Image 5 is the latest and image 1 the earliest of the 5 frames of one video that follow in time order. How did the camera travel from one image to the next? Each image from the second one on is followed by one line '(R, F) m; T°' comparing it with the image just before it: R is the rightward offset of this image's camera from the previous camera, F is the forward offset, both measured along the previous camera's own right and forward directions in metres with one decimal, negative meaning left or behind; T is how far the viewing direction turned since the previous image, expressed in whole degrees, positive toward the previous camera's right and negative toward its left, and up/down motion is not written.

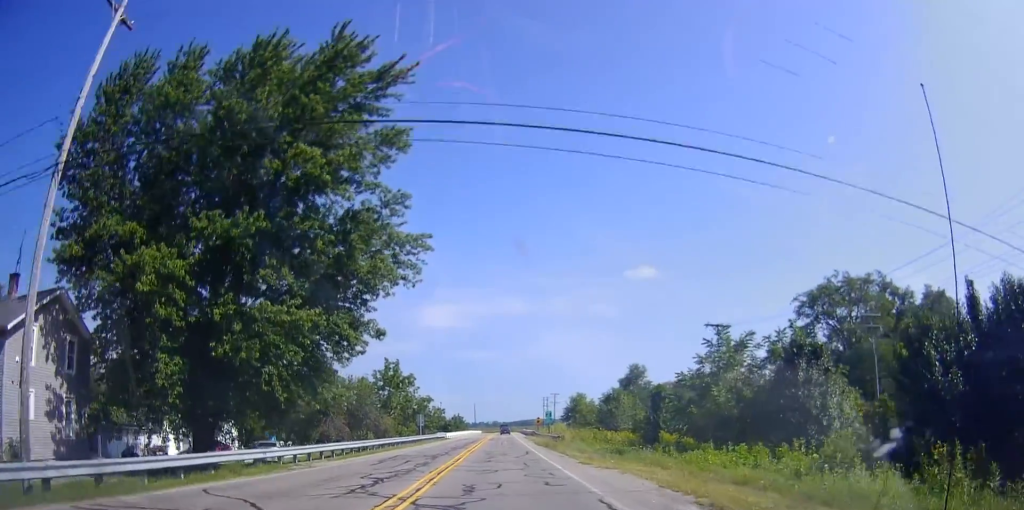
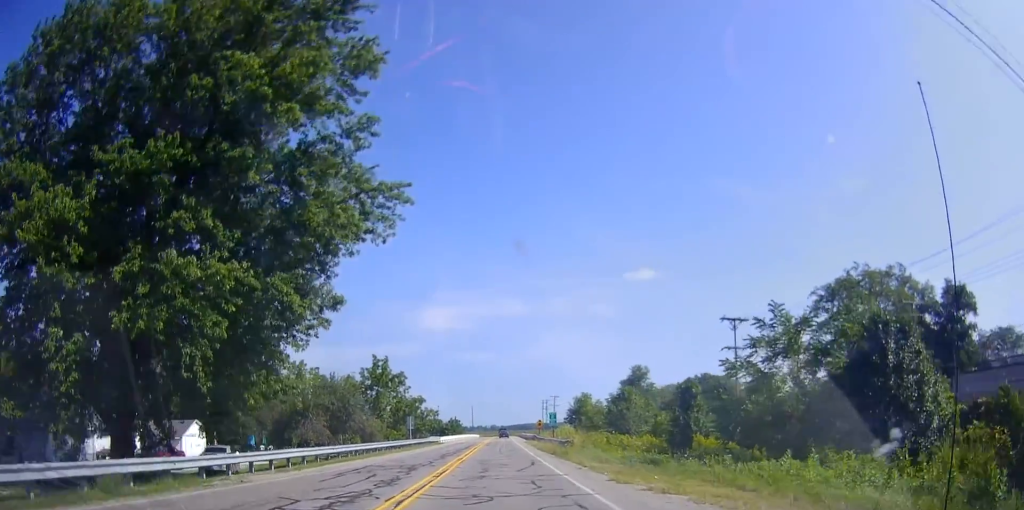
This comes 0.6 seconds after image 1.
(-0.2, +6.0) m; +1°
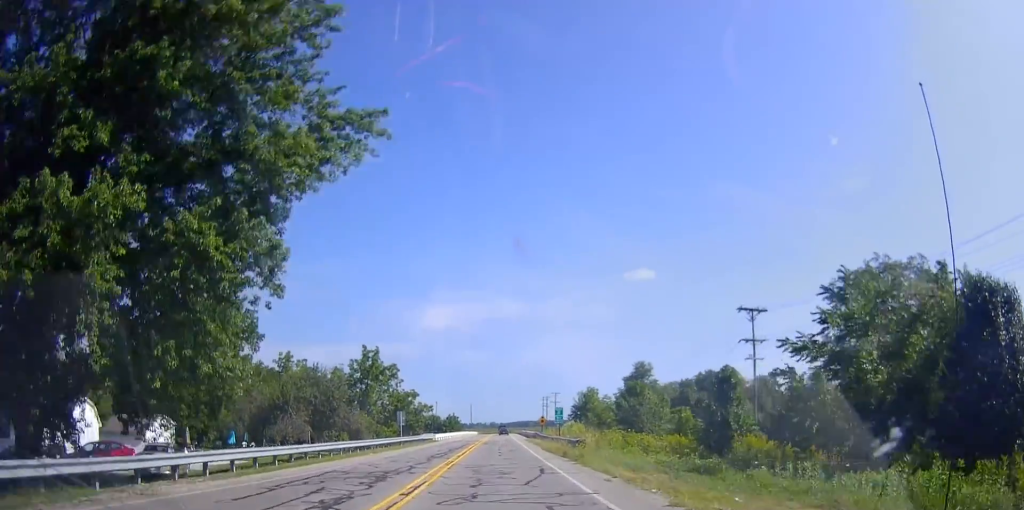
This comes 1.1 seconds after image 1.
(+0.3, +5.2) m; +2°
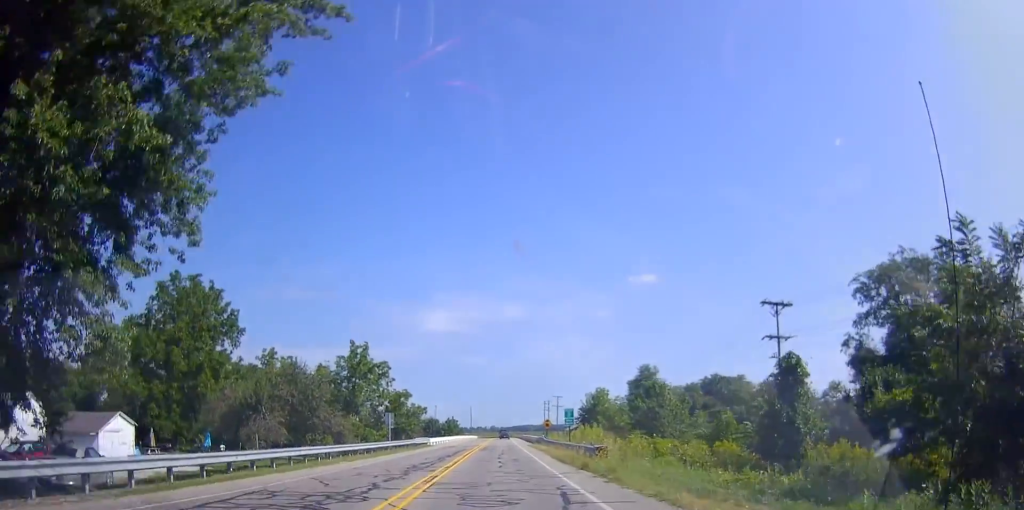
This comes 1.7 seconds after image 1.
(+0.1, +5.8) m; +1°
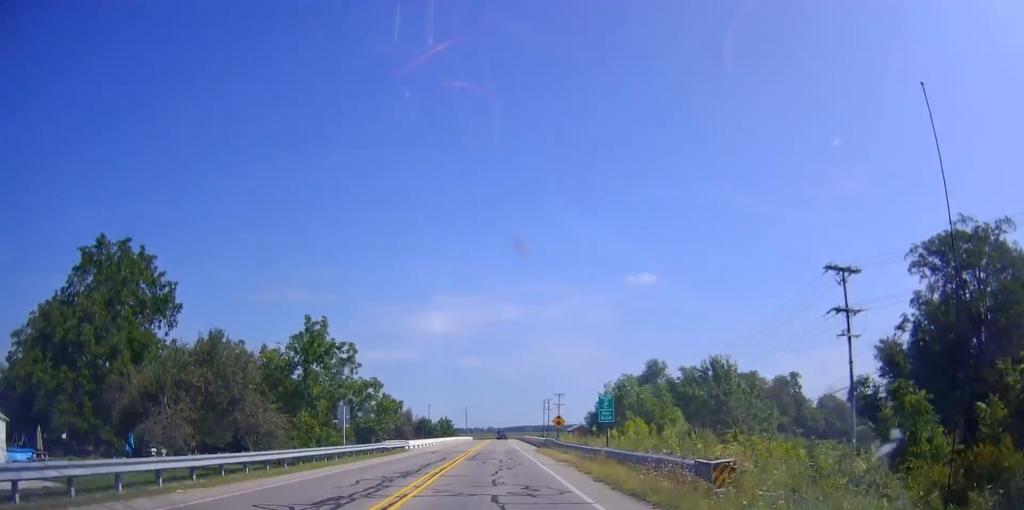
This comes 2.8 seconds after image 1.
(-0.3, +13.5) m; -2°
